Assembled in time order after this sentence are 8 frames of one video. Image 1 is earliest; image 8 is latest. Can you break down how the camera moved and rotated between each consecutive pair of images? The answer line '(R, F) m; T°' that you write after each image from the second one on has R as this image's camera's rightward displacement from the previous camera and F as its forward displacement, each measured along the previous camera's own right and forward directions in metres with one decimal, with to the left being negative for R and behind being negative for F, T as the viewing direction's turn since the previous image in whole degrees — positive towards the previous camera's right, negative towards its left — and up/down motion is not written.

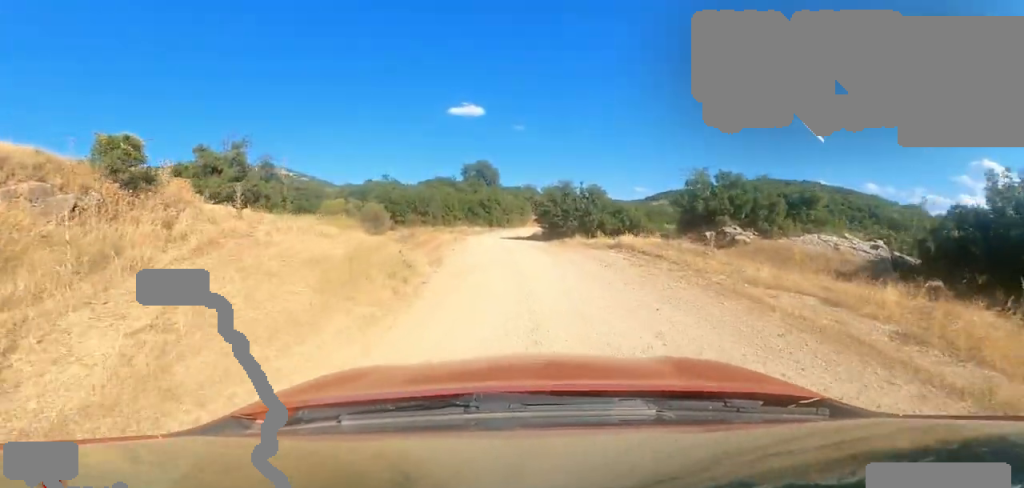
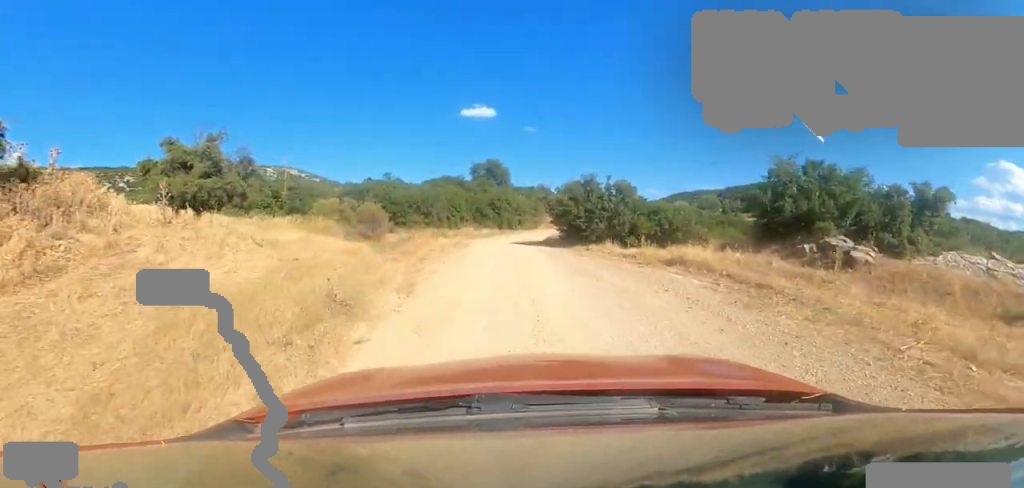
(-0.4, +4.2) m; 0°
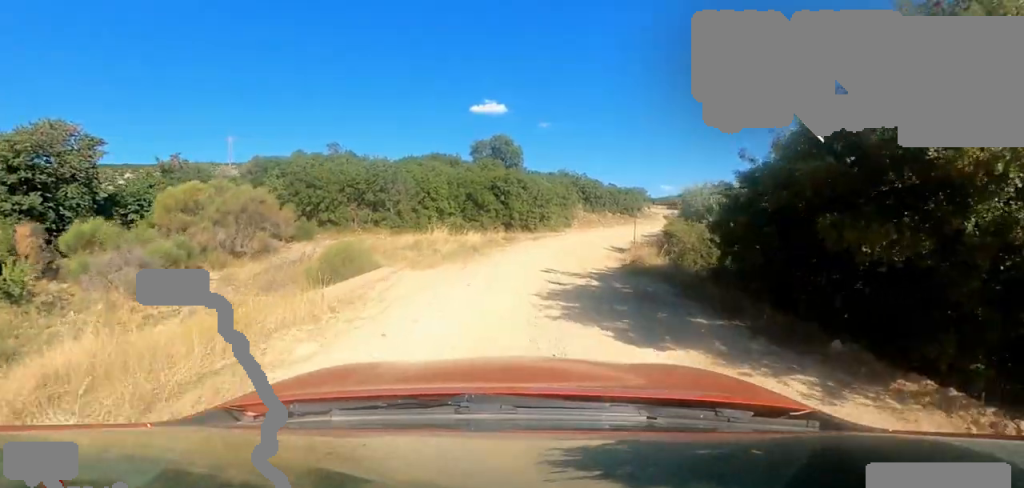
(-1.8, +18.1) m; -12°
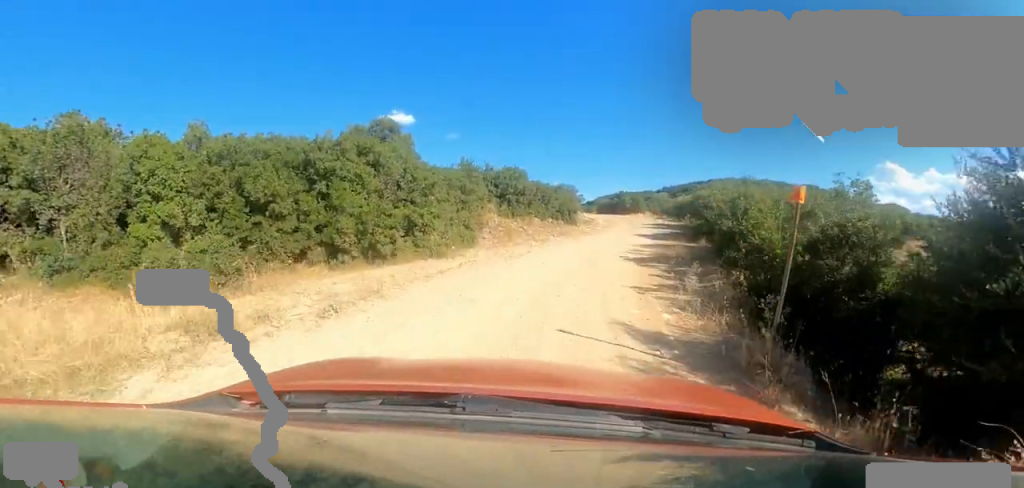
(+1.5, +13.9) m; +19°
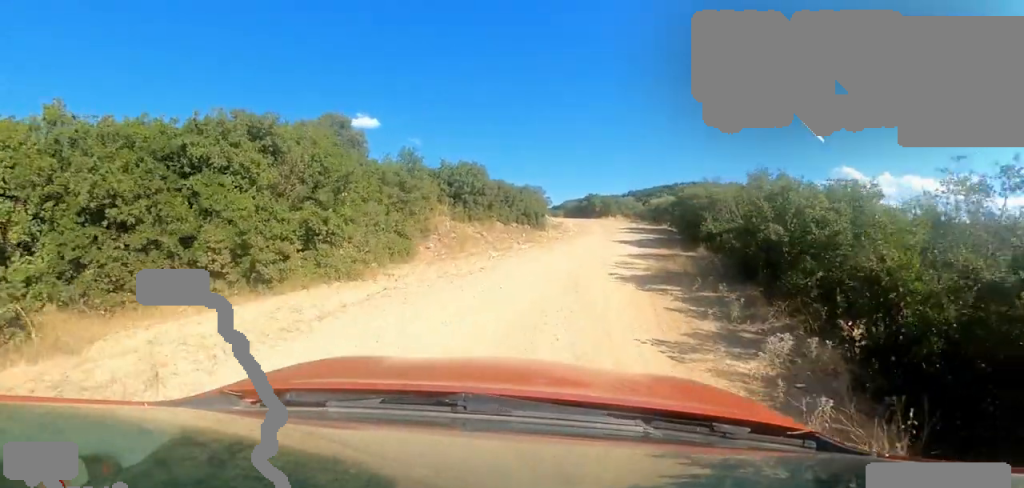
(0.0, +3.5) m; +7°
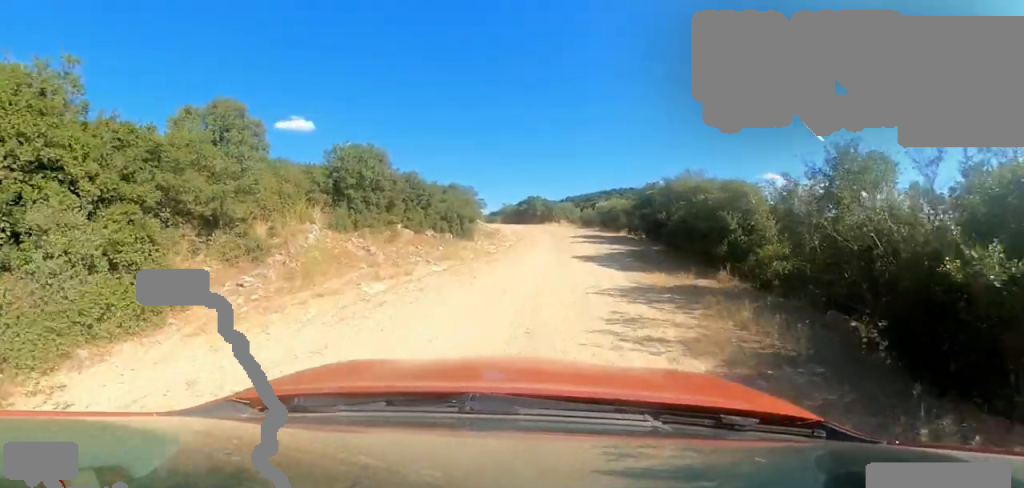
(+0.9, +5.9) m; +8°
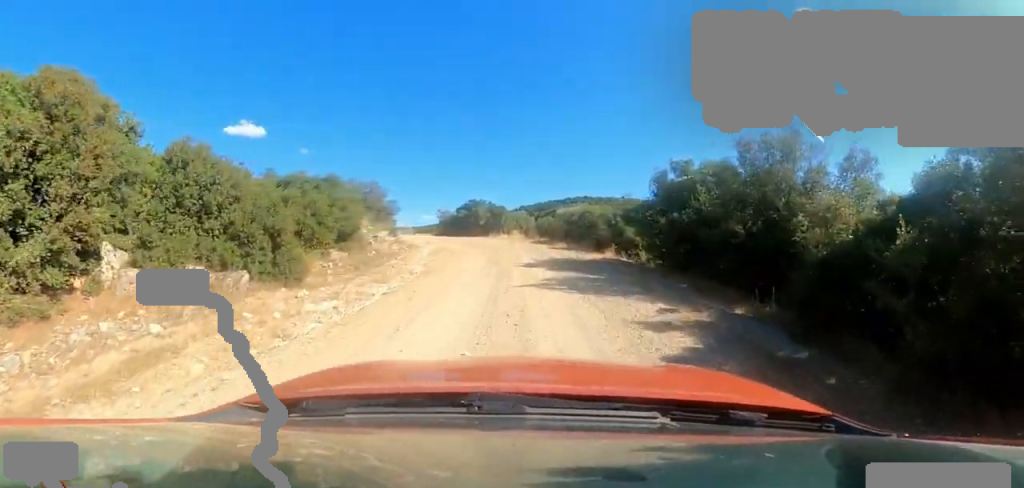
(+0.6, +9.6) m; +2°
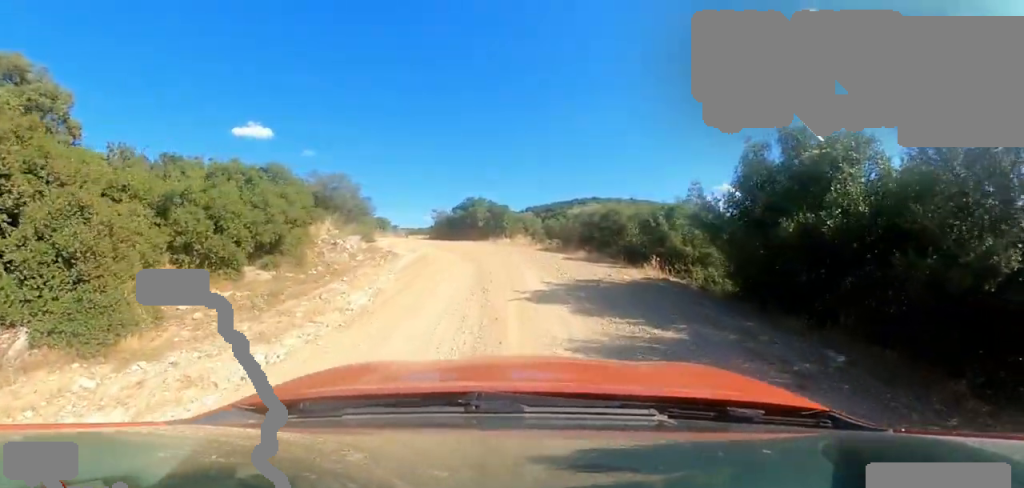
(-0.1, +4.1) m; -1°
